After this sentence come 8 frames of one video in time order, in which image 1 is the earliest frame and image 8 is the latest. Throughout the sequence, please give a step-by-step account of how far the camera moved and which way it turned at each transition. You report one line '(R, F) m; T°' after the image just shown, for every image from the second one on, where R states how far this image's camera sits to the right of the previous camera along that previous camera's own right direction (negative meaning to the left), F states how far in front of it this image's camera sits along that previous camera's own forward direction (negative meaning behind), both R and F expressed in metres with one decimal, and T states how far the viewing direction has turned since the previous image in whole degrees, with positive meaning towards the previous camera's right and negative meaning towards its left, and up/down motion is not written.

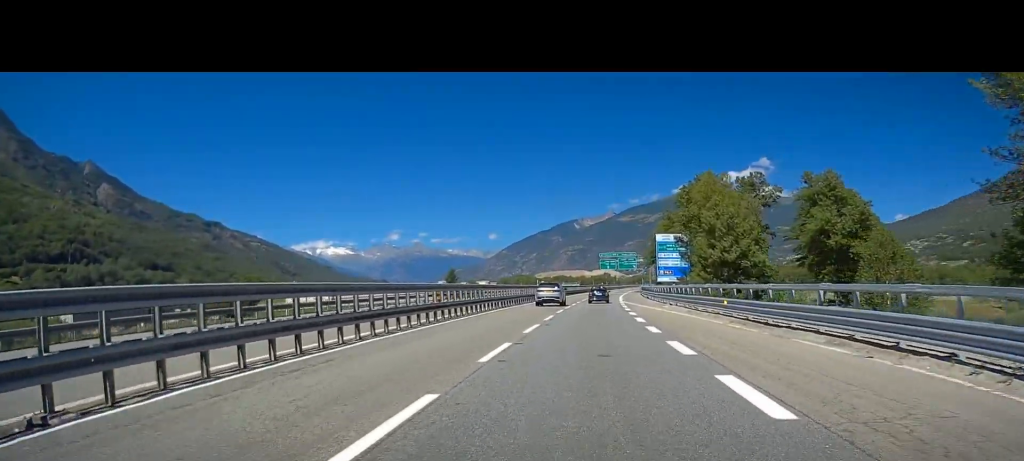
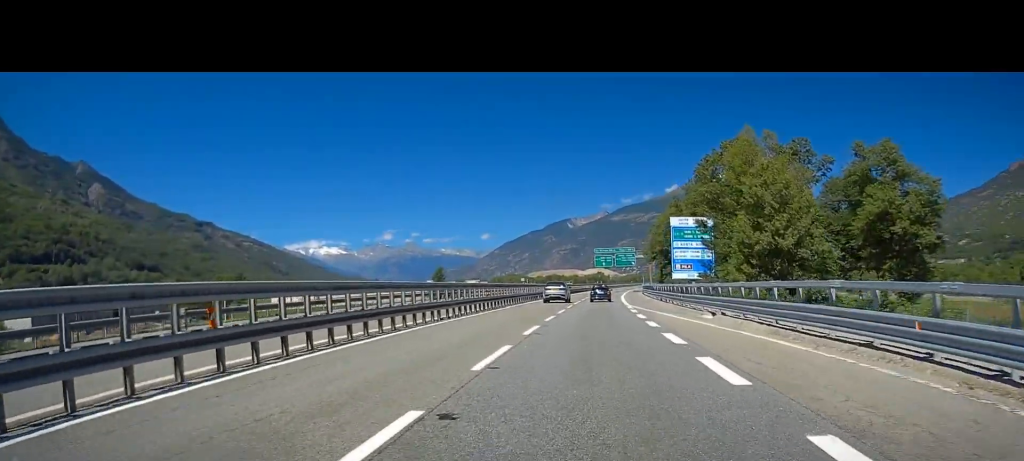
(+0.2, +16.0) m; +1°
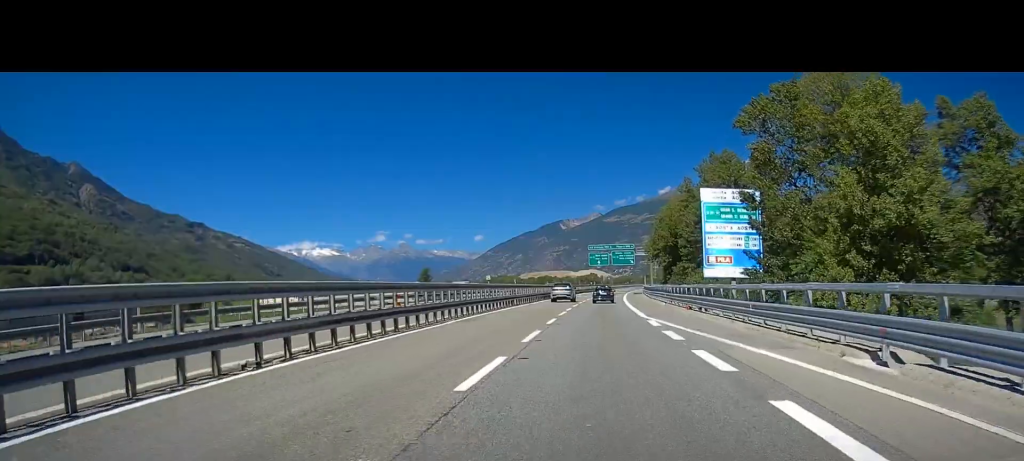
(0.0, +16.3) m; -1°
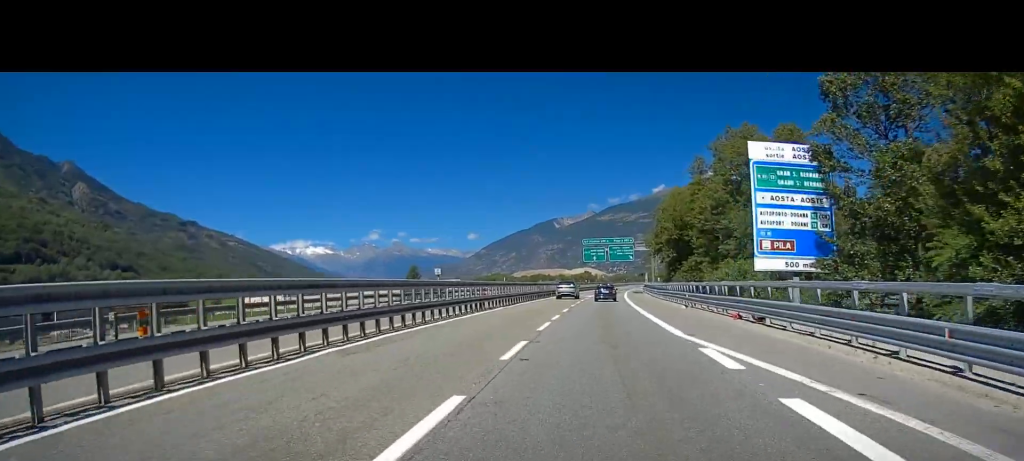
(0.0, +11.9) m; 0°
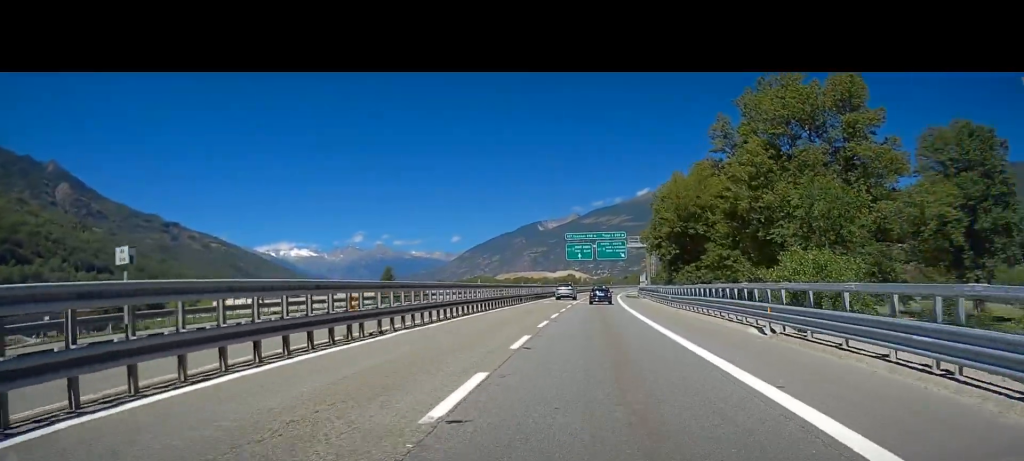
(-0.4, +17.9) m; +1°
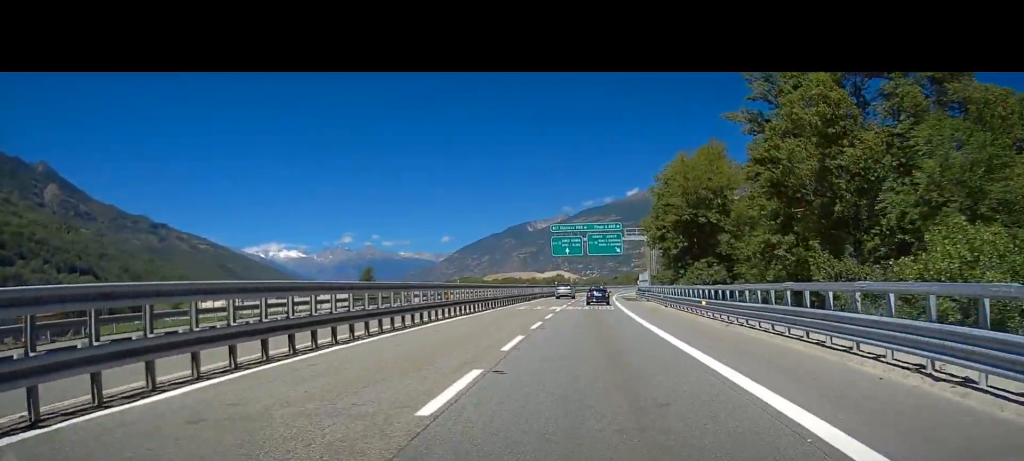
(+0.4, +14.3) m; +1°
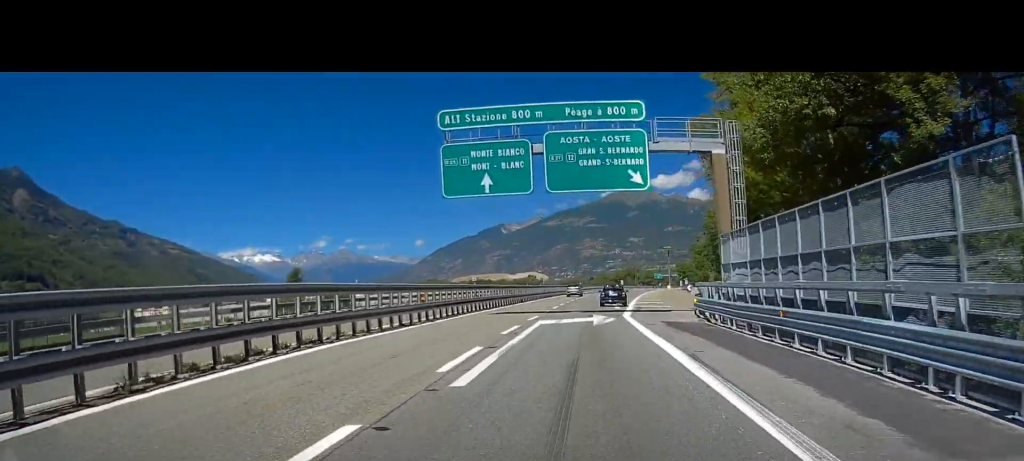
(+1.8, +54.5) m; +2°
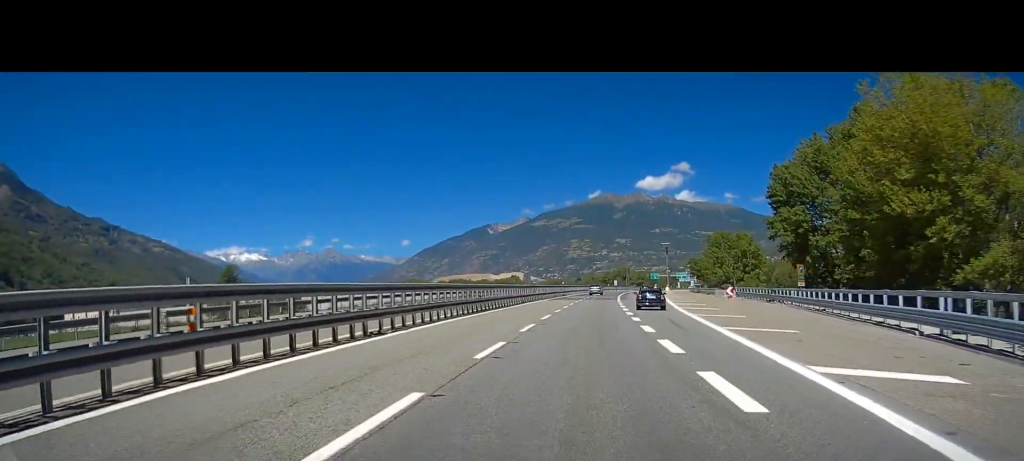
(+0.1, +42.8) m; +3°
